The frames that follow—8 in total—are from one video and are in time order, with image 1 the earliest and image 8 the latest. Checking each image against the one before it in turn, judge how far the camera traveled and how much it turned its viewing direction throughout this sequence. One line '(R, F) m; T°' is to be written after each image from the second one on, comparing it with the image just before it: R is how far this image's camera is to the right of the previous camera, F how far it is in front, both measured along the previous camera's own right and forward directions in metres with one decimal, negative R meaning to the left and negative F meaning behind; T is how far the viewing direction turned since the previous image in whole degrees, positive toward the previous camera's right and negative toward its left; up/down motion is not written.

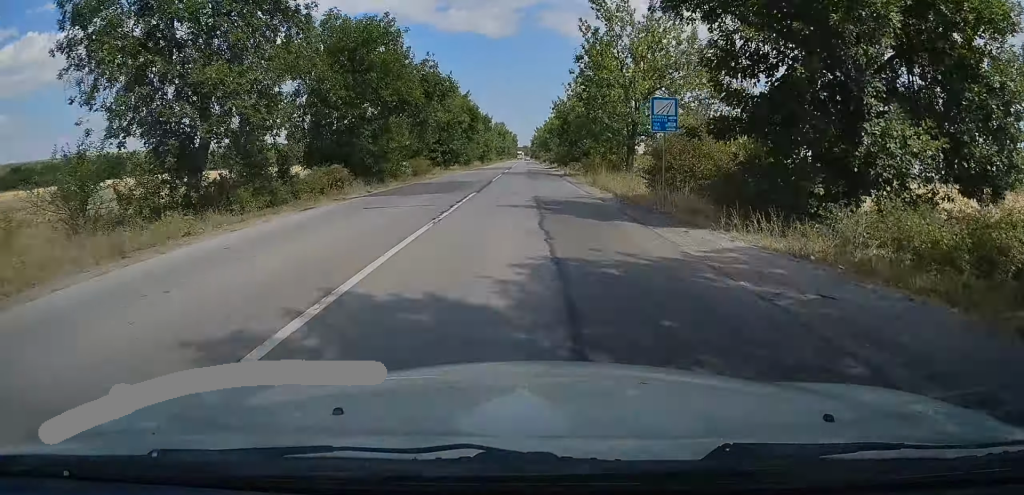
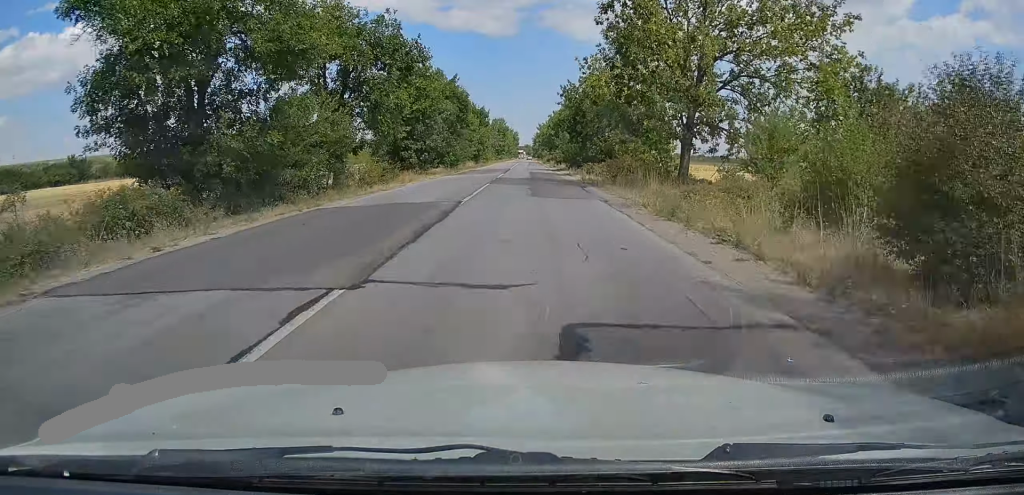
(0.0, +15.4) m; 0°
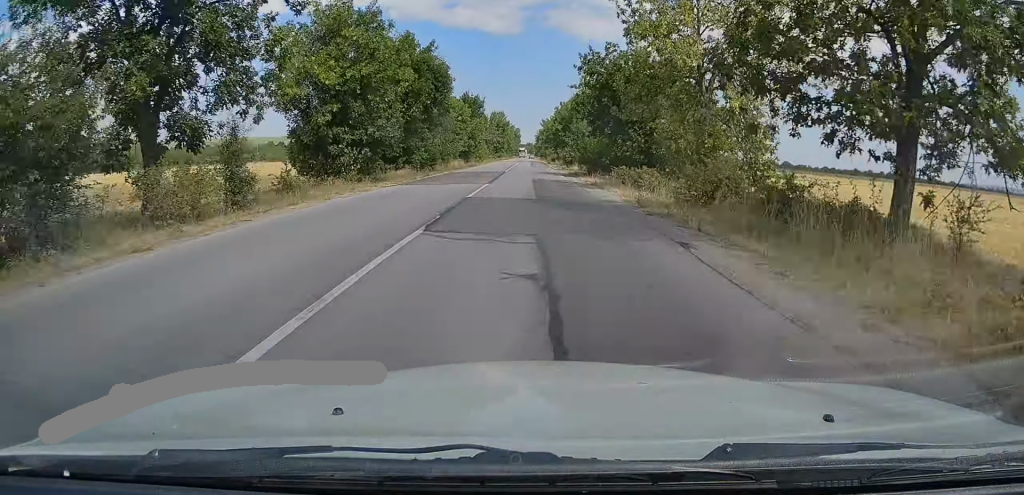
(-0.2, +17.9) m; 0°
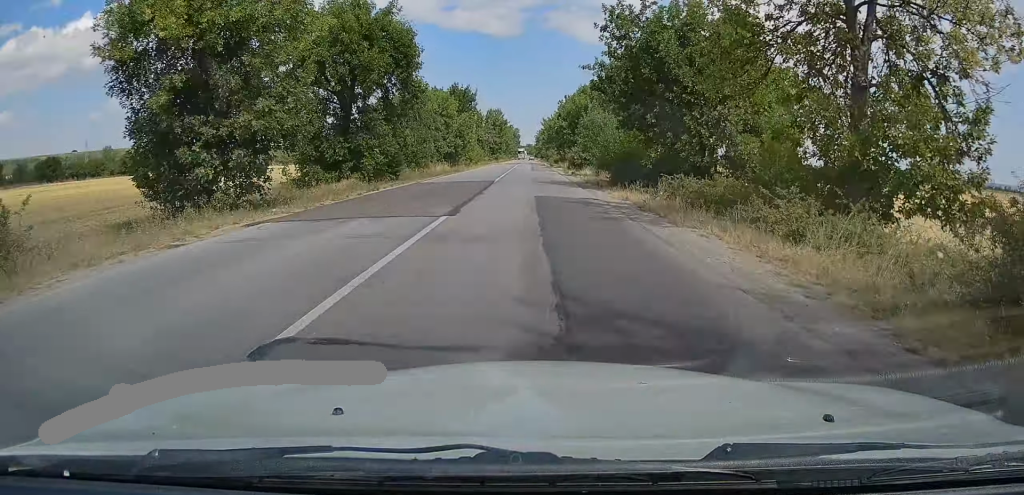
(+0.1, +13.3) m; 0°
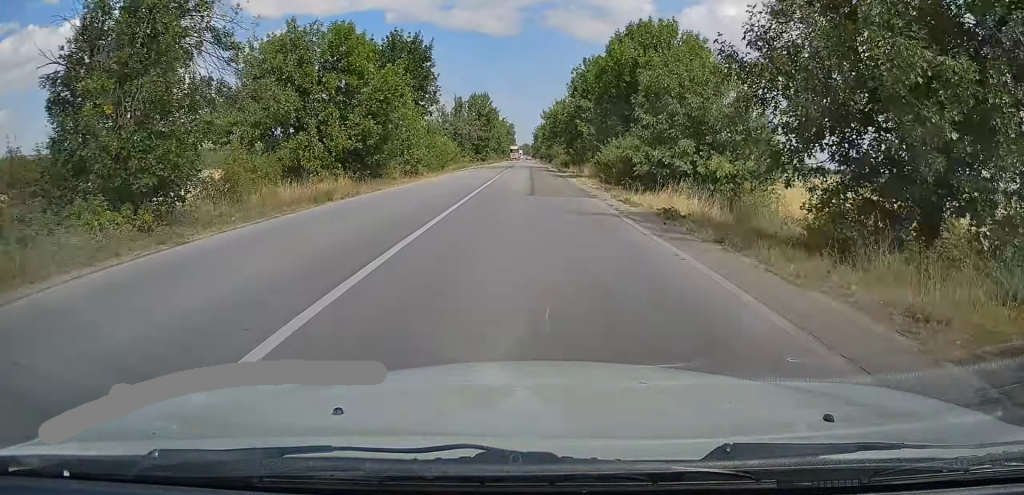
(0.0, +33.5) m; 0°
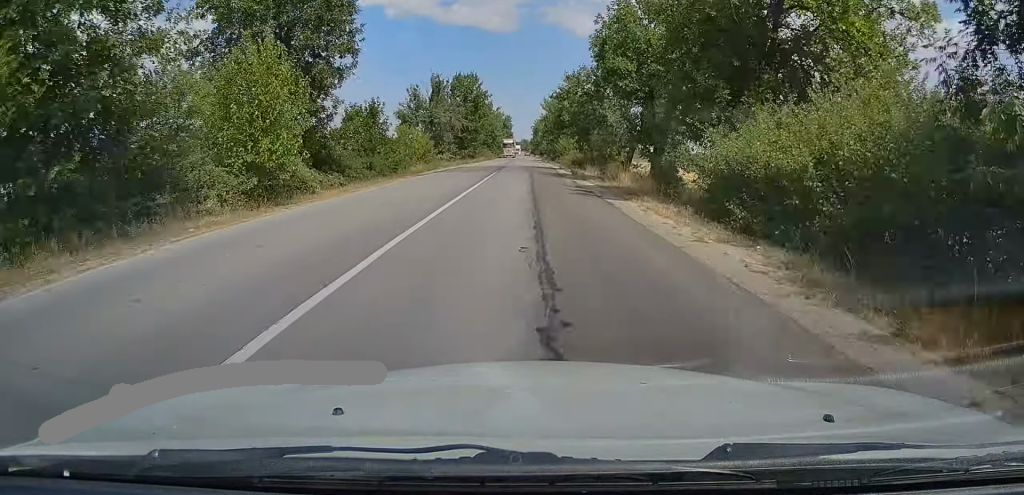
(0.0, +21.5) m; 0°
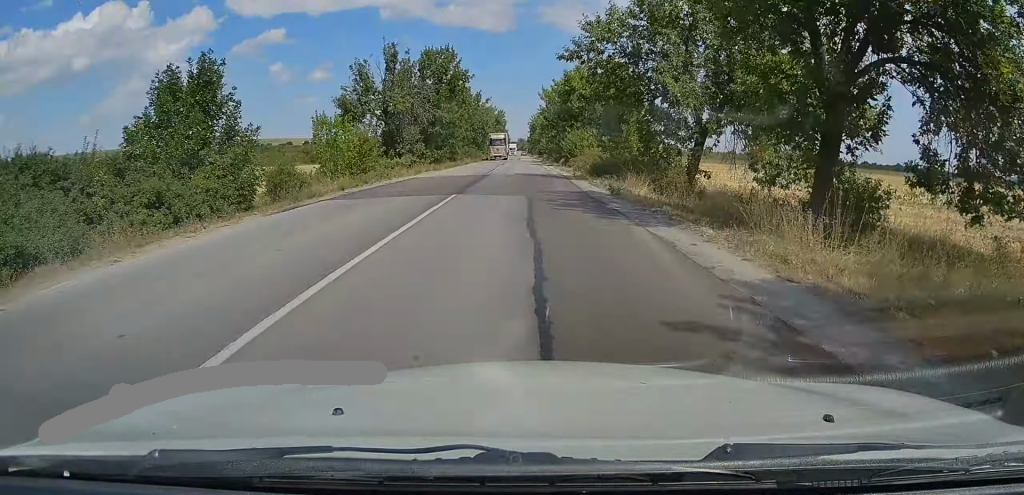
(+0.2, +21.7) m; 0°
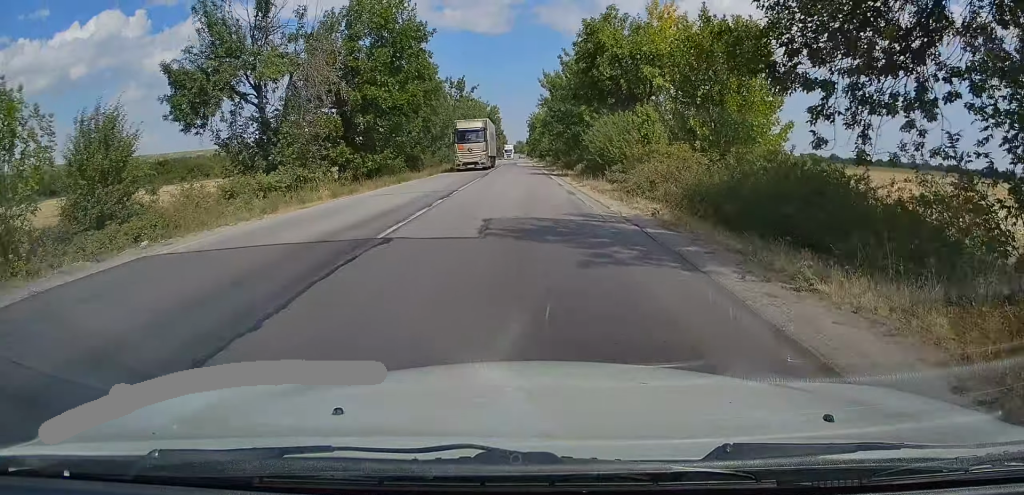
(0.0, +24.7) m; 0°
